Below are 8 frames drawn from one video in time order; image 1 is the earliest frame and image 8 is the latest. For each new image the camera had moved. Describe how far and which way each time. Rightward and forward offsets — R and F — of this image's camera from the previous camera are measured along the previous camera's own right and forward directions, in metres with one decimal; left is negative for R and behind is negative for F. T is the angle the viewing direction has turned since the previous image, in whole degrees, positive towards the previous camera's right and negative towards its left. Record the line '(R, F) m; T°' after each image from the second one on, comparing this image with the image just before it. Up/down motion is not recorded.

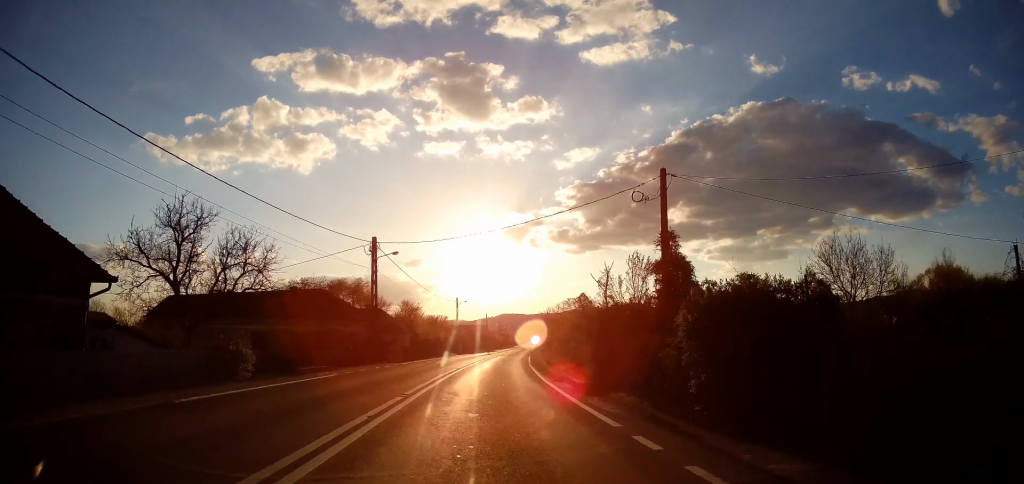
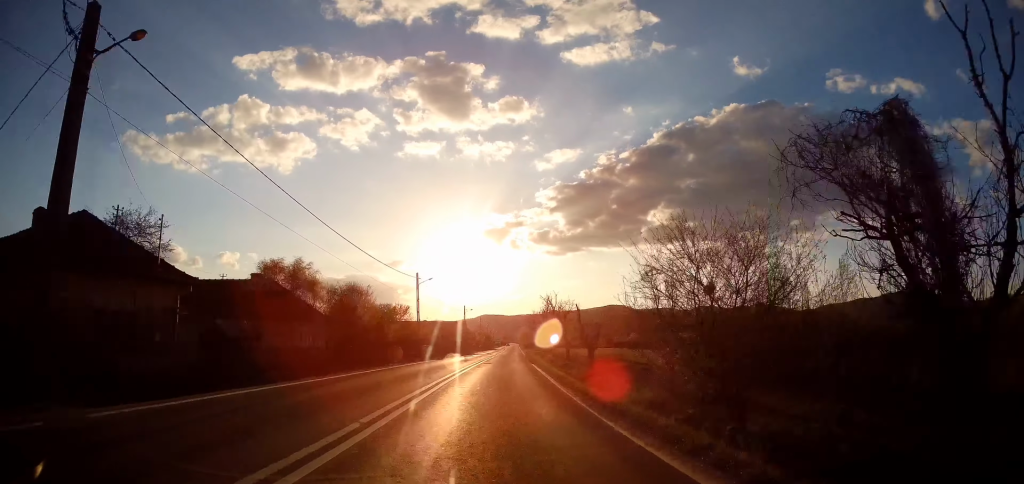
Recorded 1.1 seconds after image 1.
(-0.1, +24.1) m; 0°
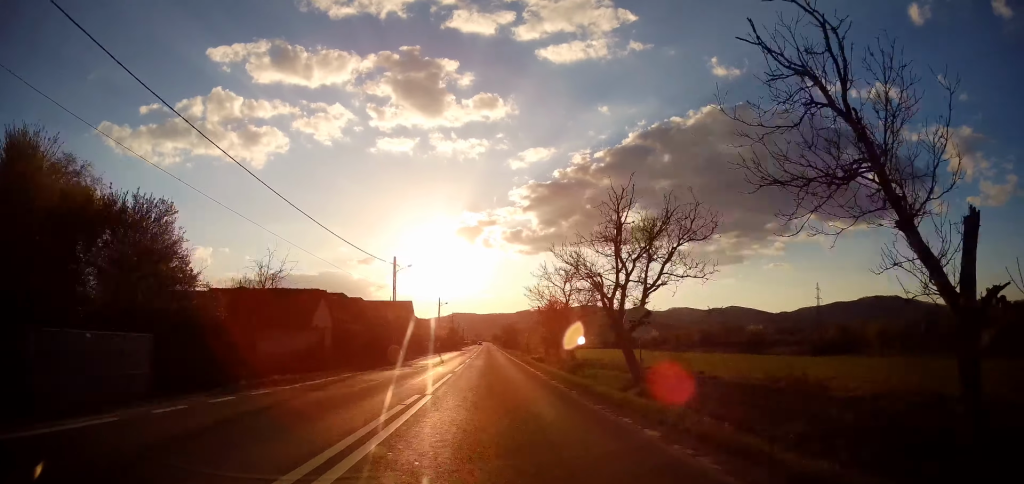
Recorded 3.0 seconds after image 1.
(+1.2, +46.7) m; +3°
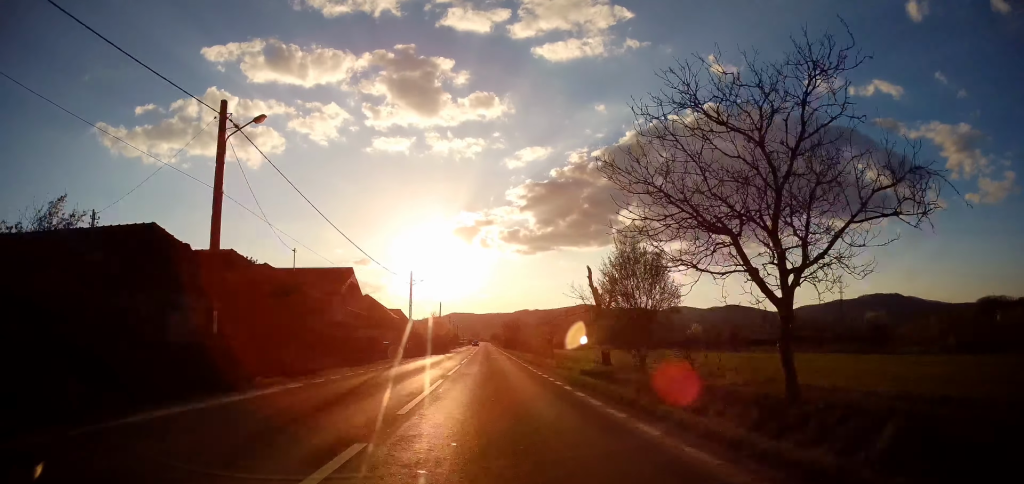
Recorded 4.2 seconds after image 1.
(+0.1, +27.6) m; +1°
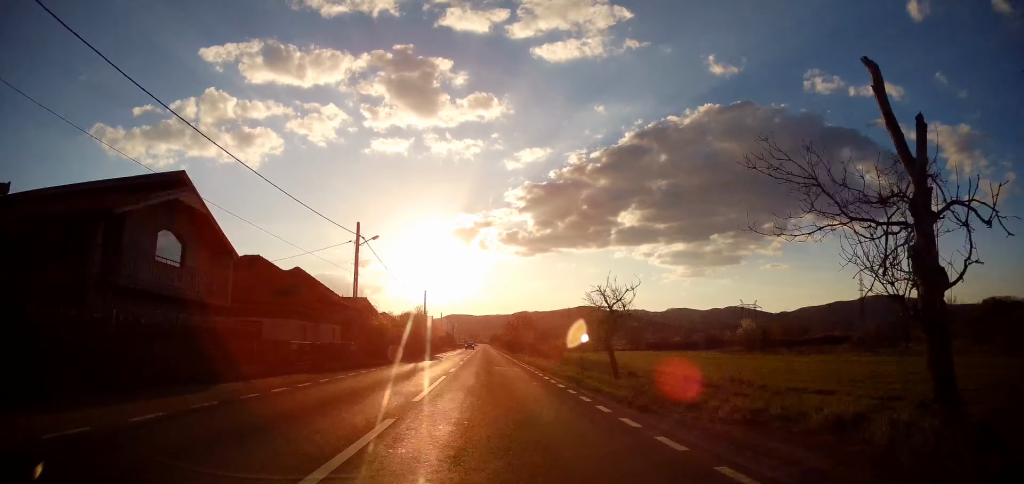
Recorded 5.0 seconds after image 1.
(+0.3, +21.5) m; +1°
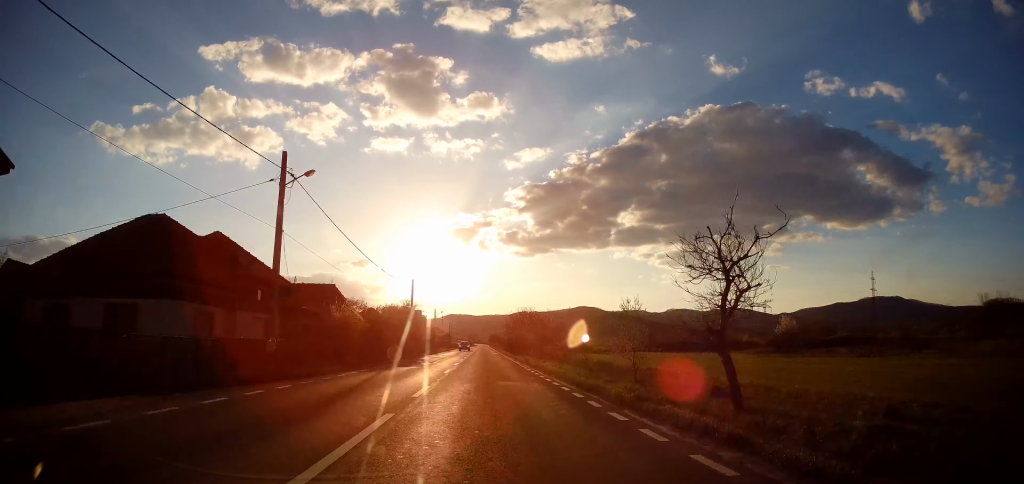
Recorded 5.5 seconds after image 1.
(0.0, +11.7) m; 0°
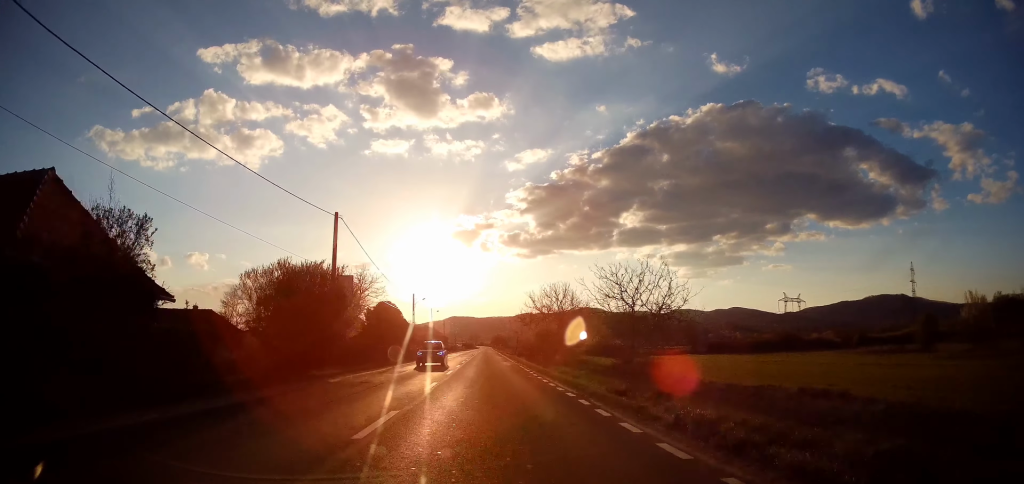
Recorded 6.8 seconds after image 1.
(0.0, +31.9) m; -1°
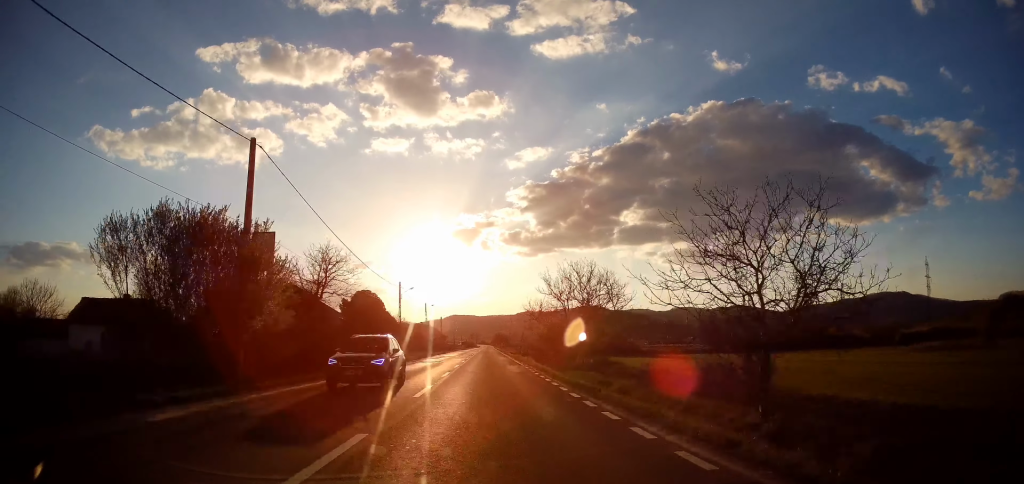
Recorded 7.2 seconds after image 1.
(+0.1, +10.9) m; -1°
